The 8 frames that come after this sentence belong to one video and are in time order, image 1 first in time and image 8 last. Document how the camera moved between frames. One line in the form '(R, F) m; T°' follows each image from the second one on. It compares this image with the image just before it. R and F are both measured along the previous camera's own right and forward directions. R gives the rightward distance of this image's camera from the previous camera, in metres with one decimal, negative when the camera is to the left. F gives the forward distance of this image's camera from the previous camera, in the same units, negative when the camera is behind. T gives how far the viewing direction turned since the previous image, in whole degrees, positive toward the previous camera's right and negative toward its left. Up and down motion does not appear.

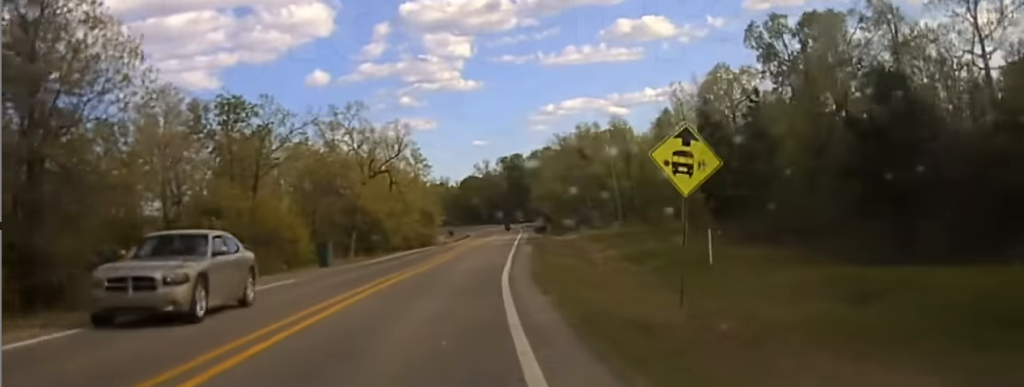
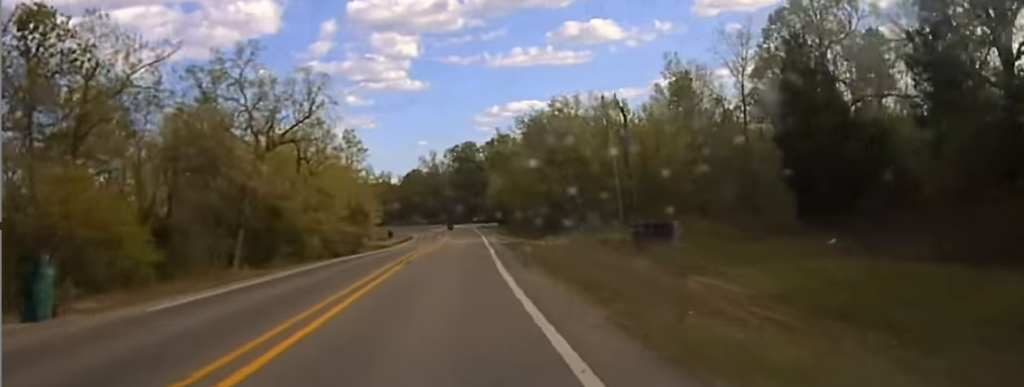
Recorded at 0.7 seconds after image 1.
(+0.4, +27.7) m; +1°
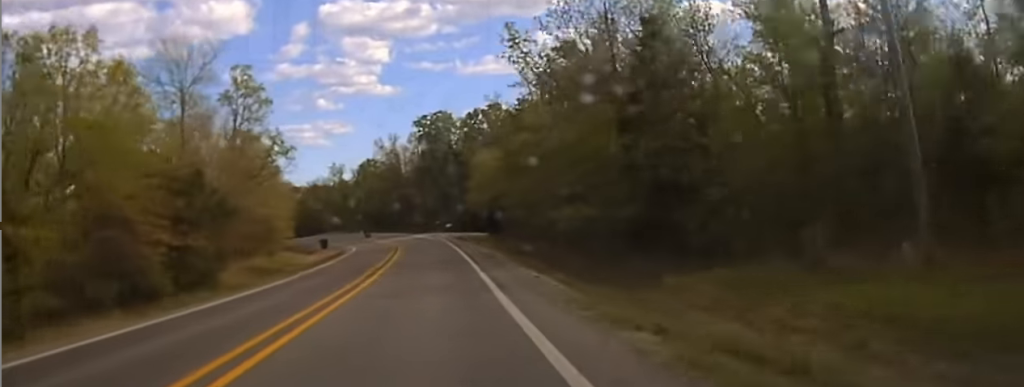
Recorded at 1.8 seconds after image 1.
(+0.5, +44.5) m; +1°
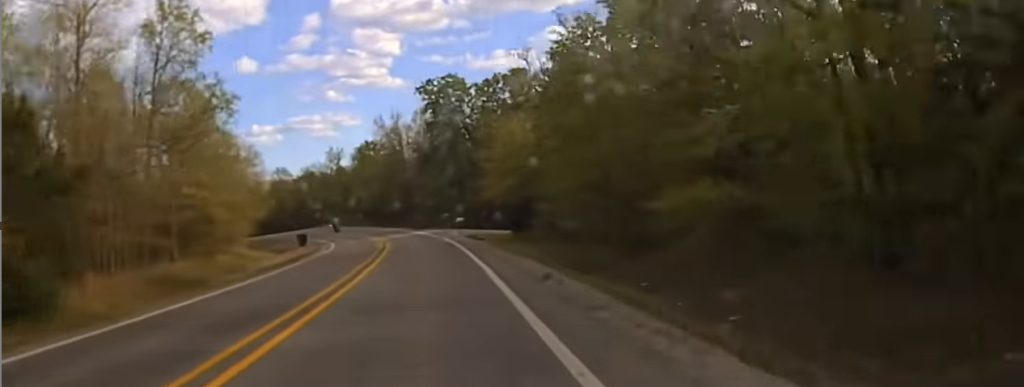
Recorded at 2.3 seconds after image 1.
(0.0, +19.9) m; 0°
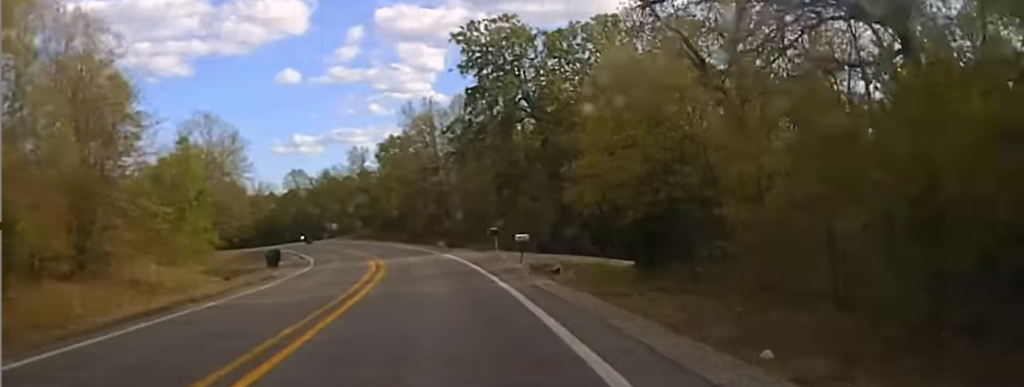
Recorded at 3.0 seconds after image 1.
(0.0, +28.9) m; 0°
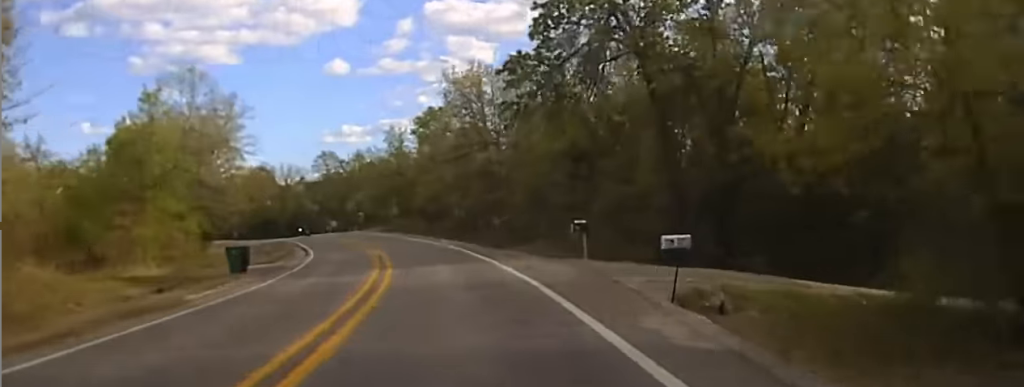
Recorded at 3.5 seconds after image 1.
(0.0, +18.3) m; 0°
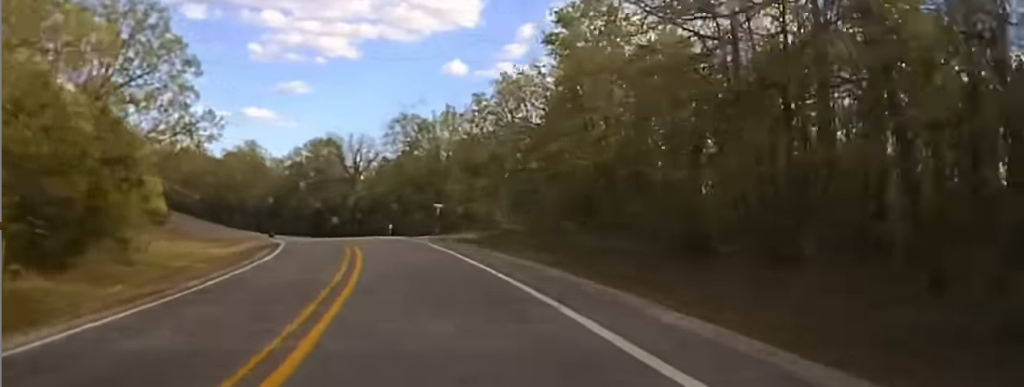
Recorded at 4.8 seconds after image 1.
(0.0, +49.7) m; 0°
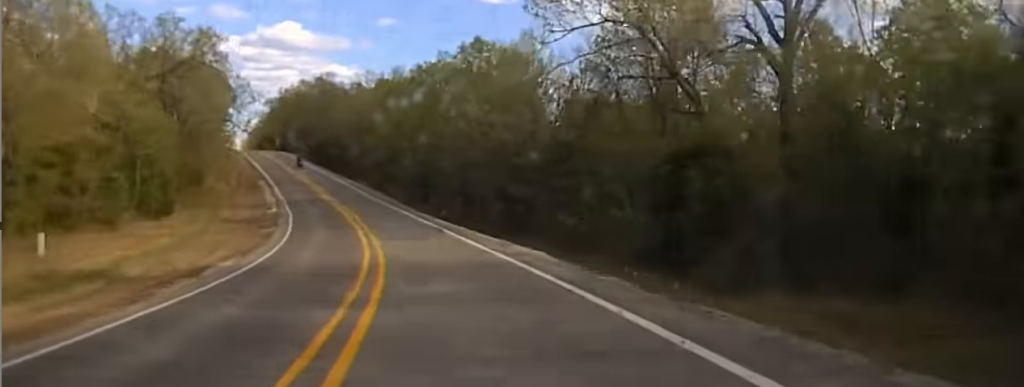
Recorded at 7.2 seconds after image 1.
(-0.5, +88.8) m; -14°
